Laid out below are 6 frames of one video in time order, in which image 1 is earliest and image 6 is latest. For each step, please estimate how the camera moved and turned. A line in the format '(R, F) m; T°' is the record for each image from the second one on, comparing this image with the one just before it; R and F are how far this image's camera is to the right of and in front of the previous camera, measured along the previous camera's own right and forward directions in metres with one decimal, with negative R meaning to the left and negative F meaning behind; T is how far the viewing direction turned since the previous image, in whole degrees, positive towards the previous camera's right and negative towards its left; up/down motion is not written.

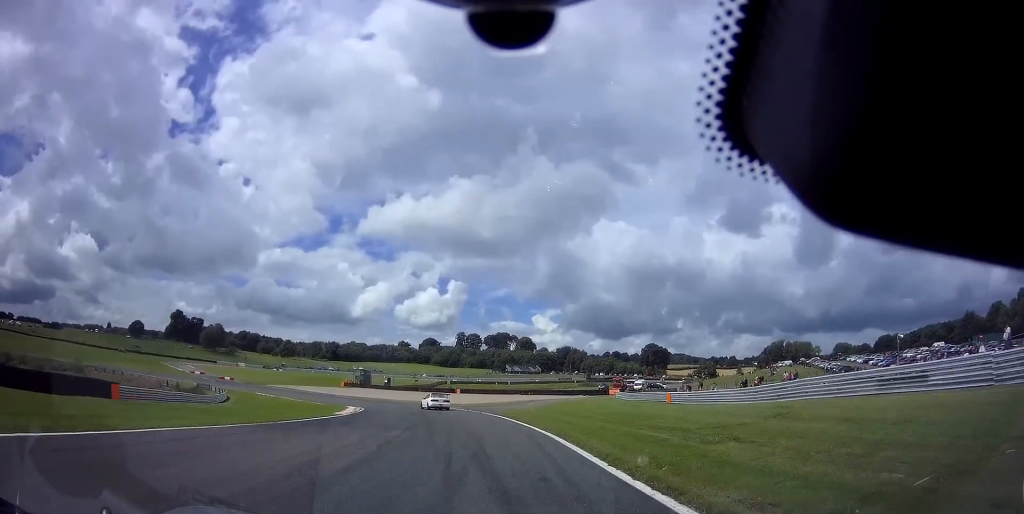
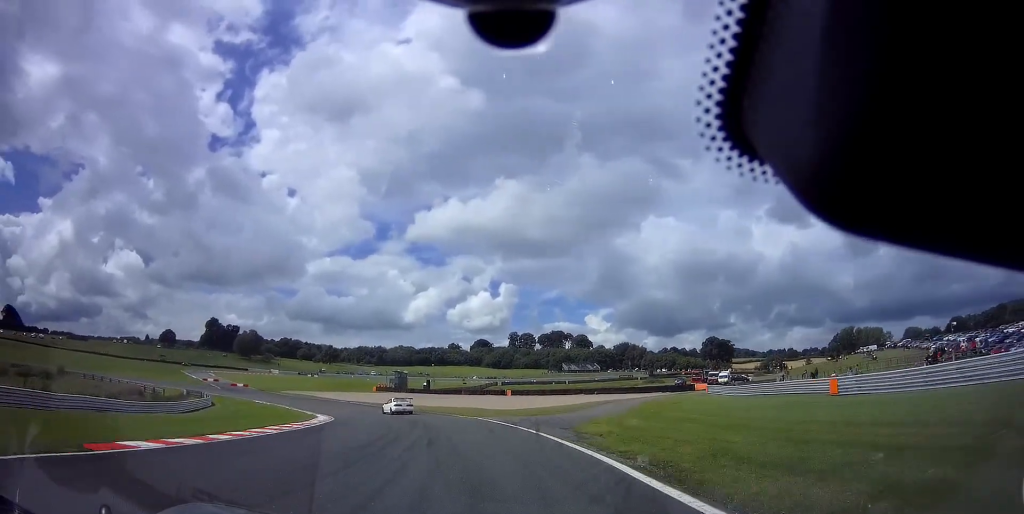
(-0.4, +20.4) m; -5°
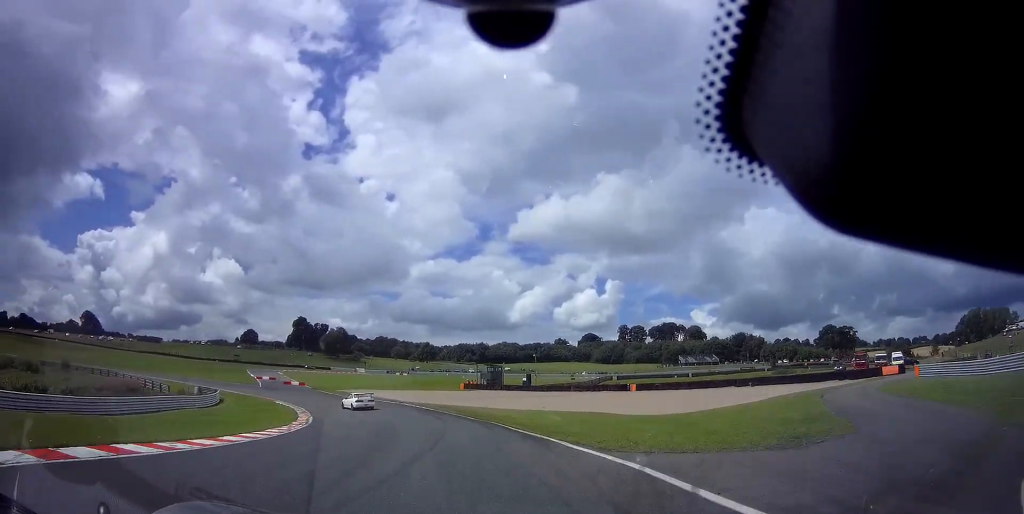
(-0.9, +23.1) m; -11°
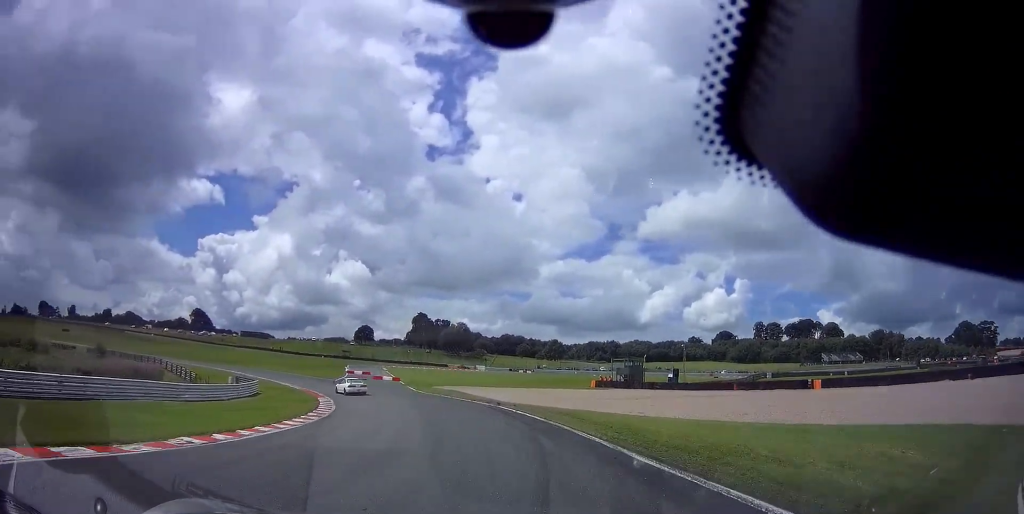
(-2.7, +18.1) m; -13°
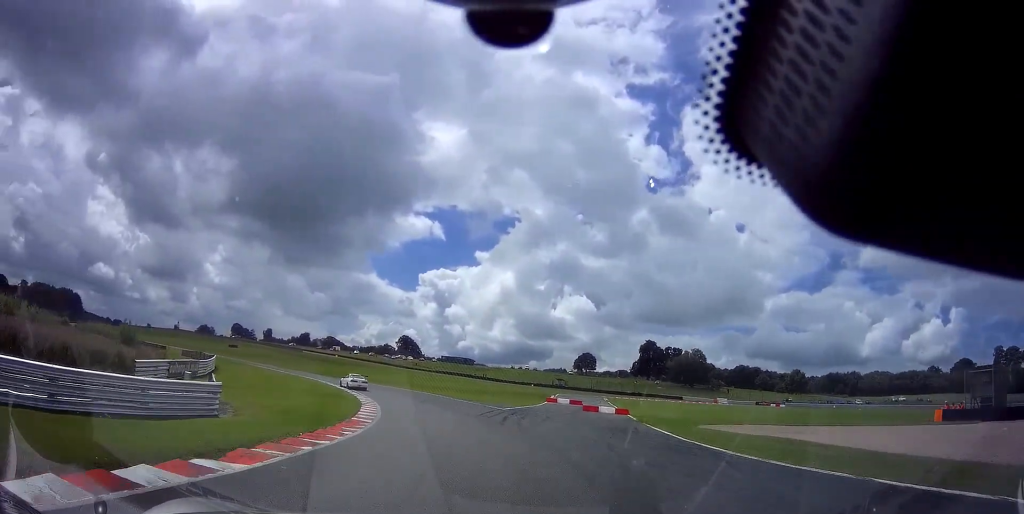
(-6.3, +32.1) m; -25°
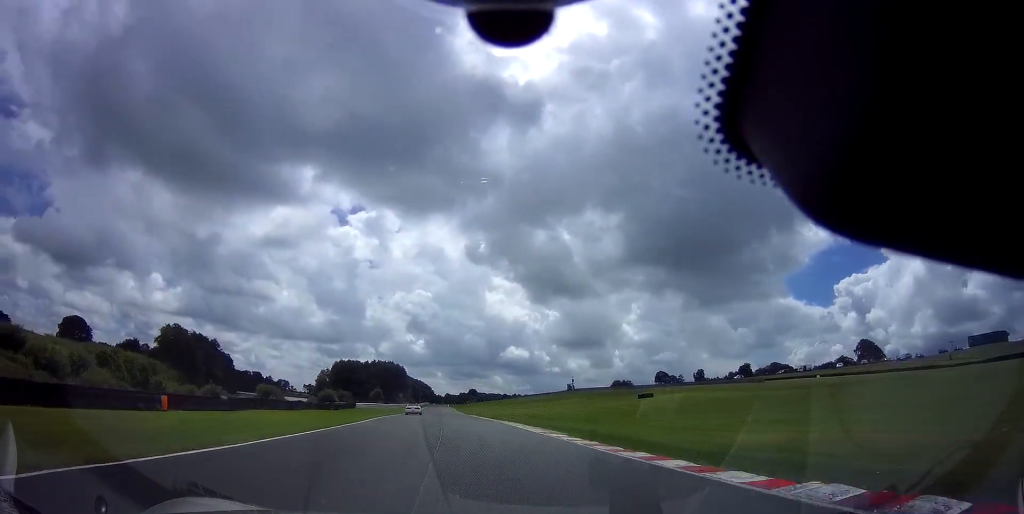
(-38.9, +80.3) m; -45°
